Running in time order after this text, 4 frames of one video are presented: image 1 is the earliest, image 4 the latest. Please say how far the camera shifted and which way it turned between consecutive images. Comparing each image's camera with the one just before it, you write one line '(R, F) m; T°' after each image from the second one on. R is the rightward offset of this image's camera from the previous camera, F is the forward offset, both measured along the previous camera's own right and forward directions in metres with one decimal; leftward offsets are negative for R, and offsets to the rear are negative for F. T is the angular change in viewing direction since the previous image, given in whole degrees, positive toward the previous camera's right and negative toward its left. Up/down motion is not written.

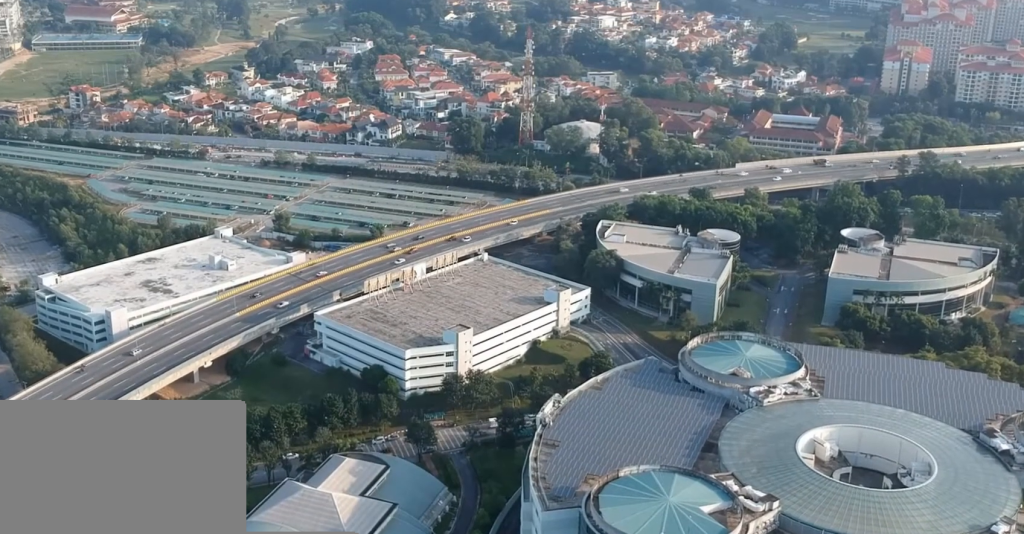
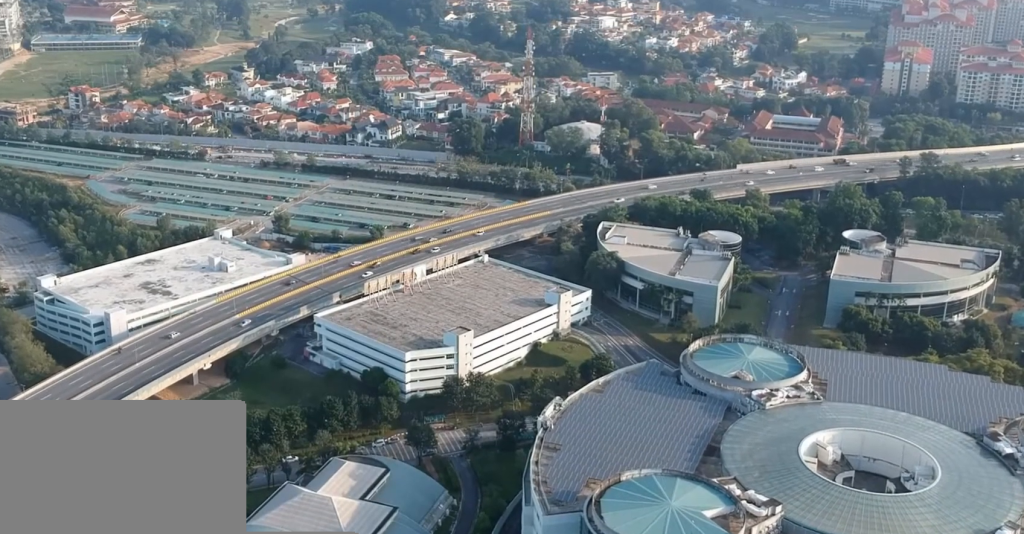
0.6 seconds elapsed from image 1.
(0.0, +1.6) m; 0°
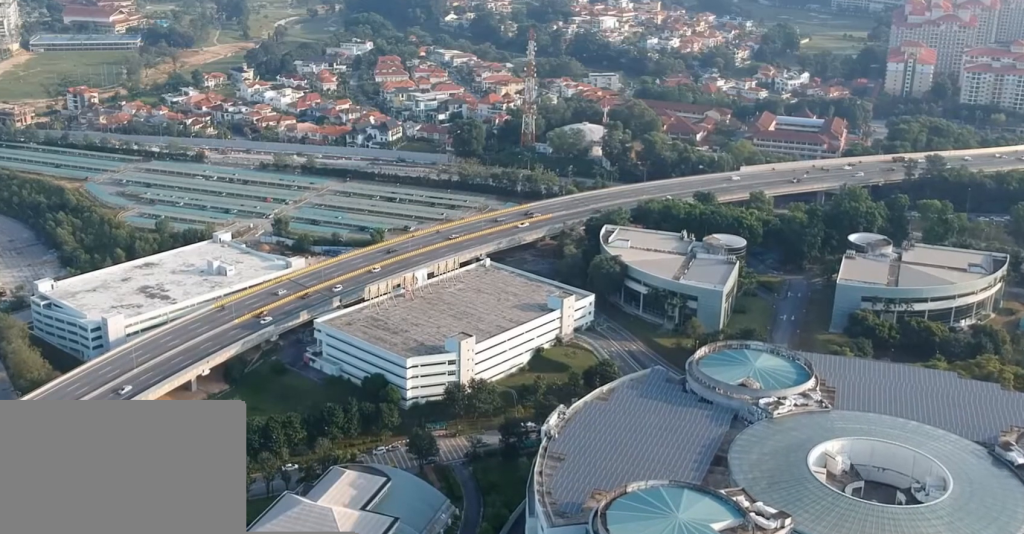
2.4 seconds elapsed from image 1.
(+0.1, +4.6) m; +2°
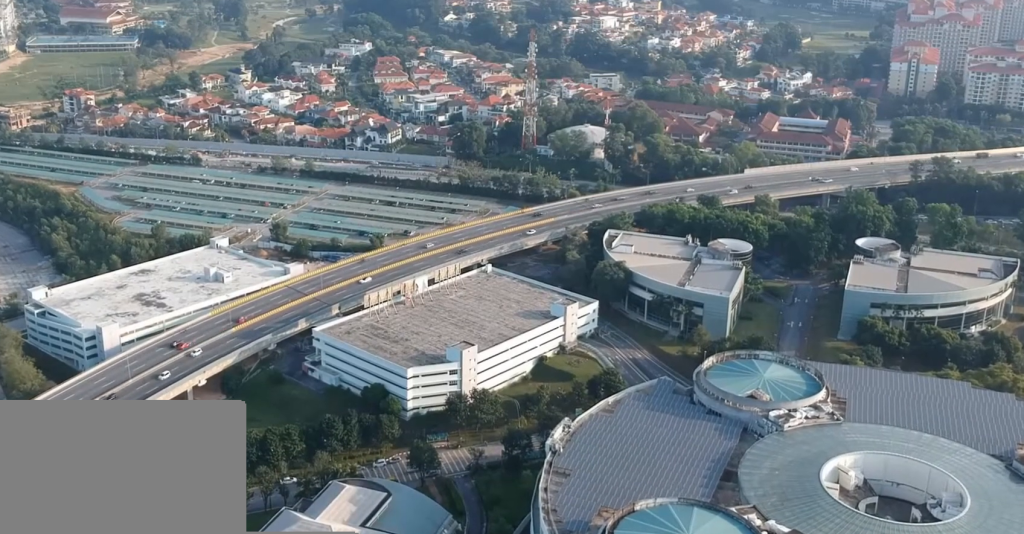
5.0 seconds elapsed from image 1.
(0.0, +7.0) m; 0°
